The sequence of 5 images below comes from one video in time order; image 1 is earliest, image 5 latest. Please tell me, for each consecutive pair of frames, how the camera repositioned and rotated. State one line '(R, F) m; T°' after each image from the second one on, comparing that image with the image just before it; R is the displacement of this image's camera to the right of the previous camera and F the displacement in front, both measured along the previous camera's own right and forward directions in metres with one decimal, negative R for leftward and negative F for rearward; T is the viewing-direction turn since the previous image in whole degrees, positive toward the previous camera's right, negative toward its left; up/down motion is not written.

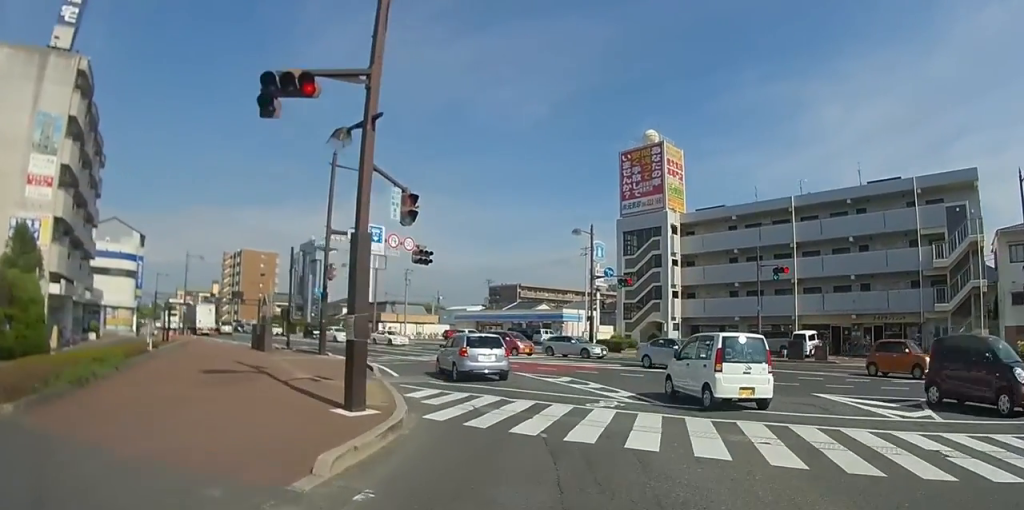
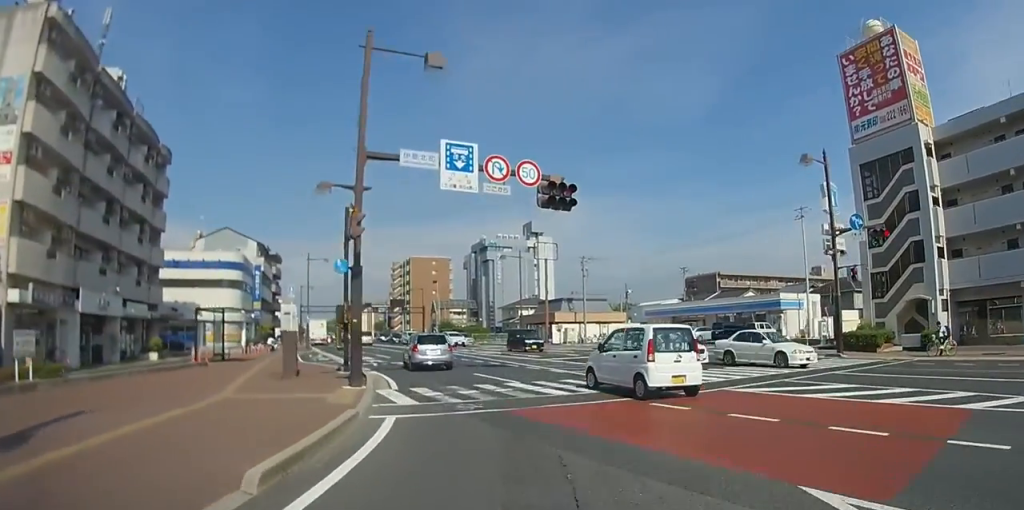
(-0.7, +12.7) m; -13°
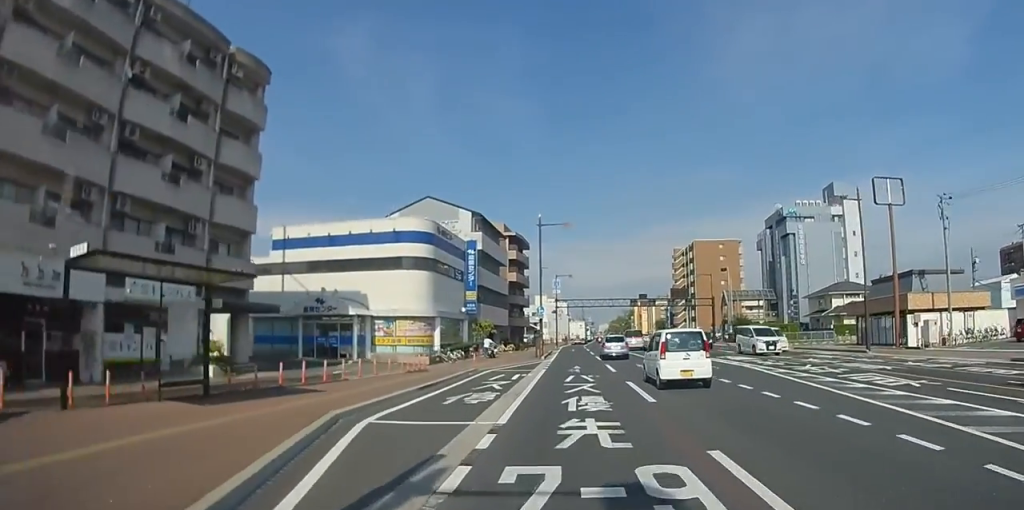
(-6.3, +19.1) m; -33°
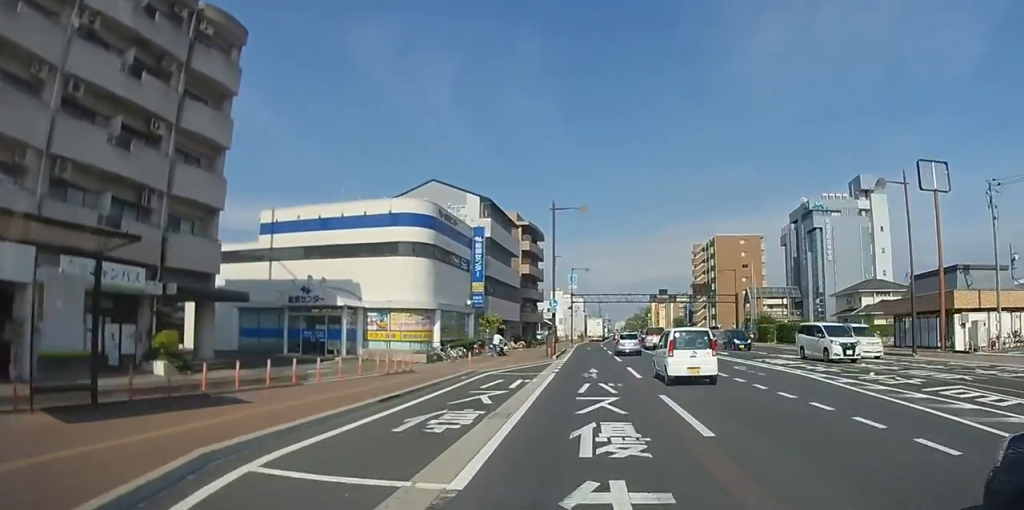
(-0.1, +3.7) m; -3°
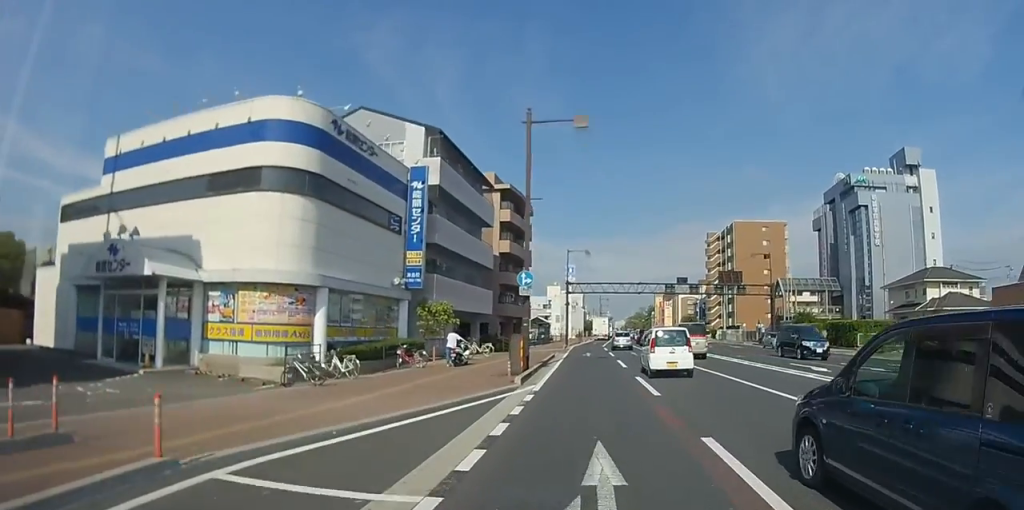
(-0.9, +14.0) m; -4°
